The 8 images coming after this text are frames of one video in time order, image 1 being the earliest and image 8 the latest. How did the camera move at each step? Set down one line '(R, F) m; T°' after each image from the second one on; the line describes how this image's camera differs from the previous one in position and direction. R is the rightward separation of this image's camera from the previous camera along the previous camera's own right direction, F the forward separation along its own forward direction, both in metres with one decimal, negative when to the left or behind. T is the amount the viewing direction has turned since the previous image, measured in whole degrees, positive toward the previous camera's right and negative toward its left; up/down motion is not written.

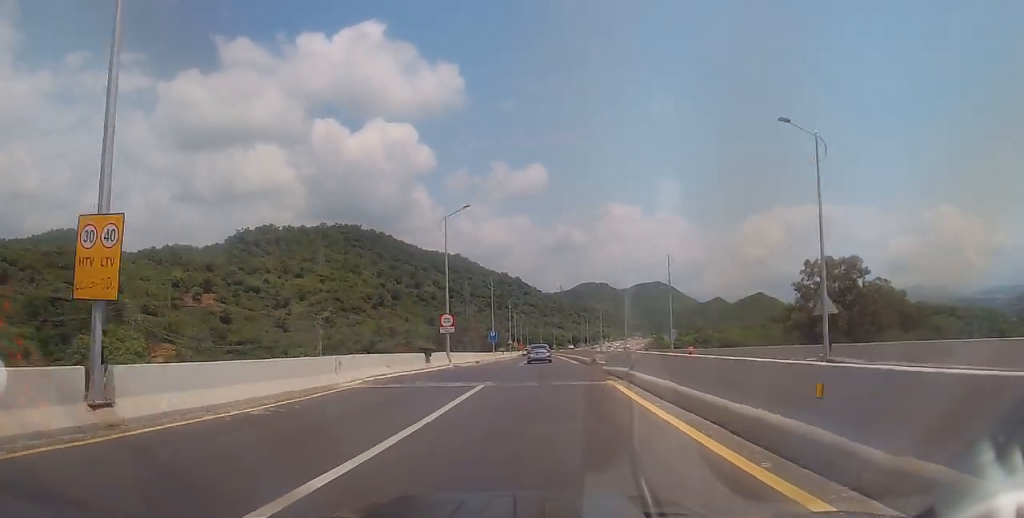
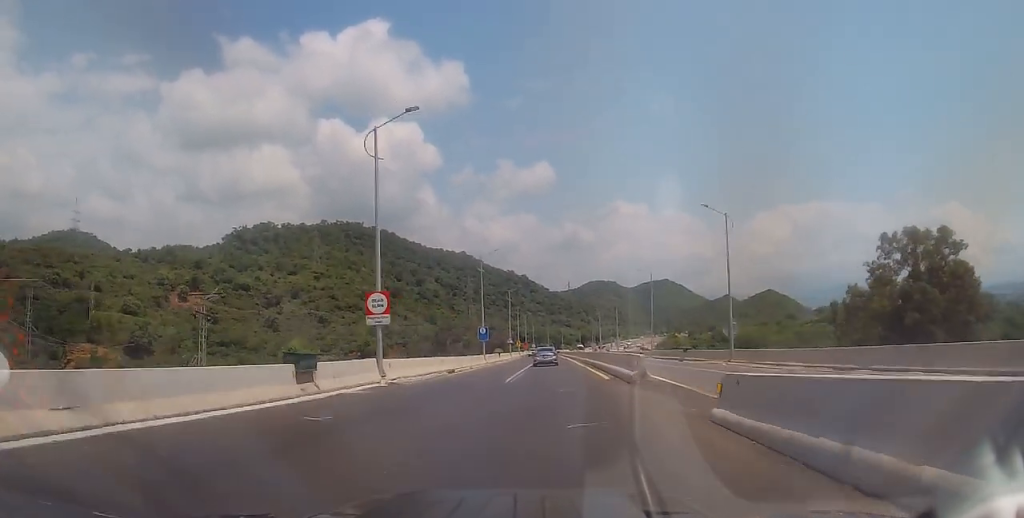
(0.0, +18.3) m; 0°
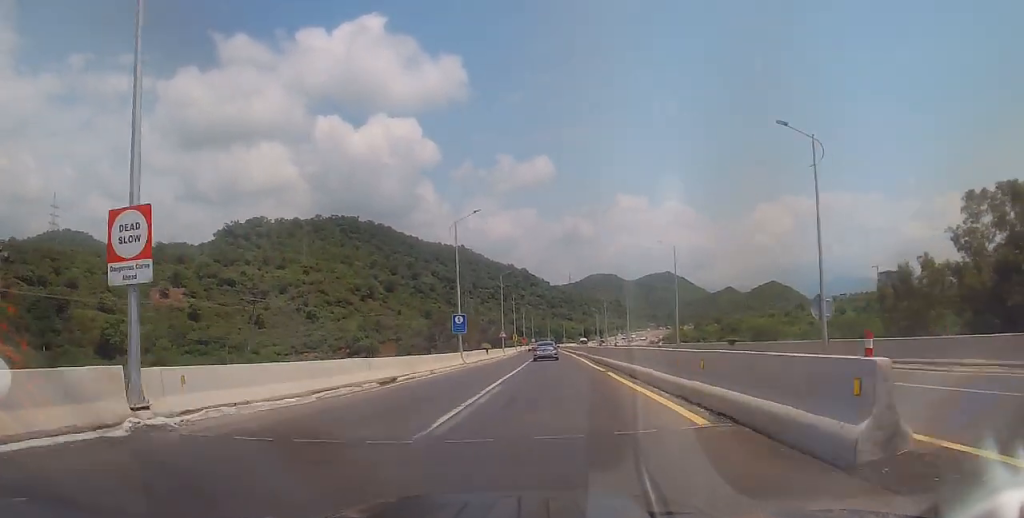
(0.0, +14.9) m; 0°
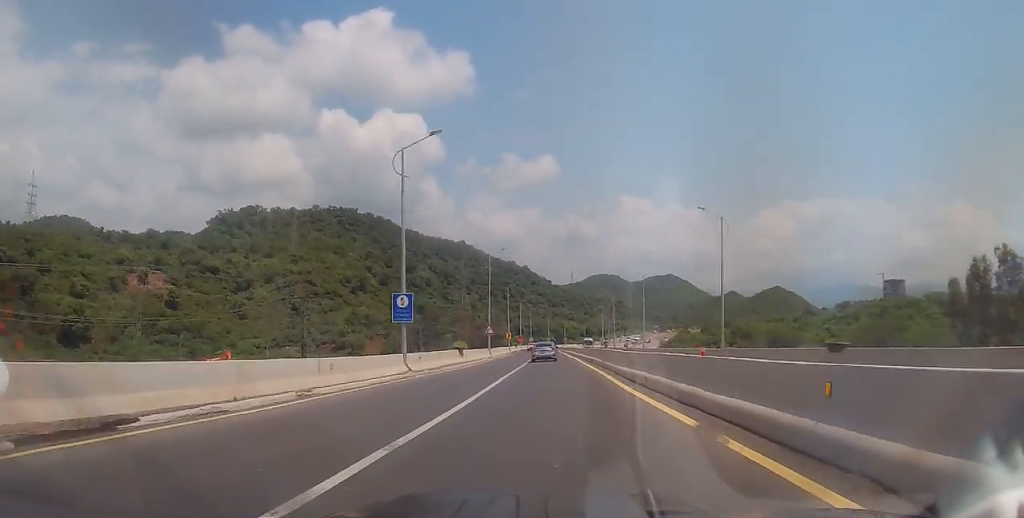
(0.0, +16.4) m; 0°
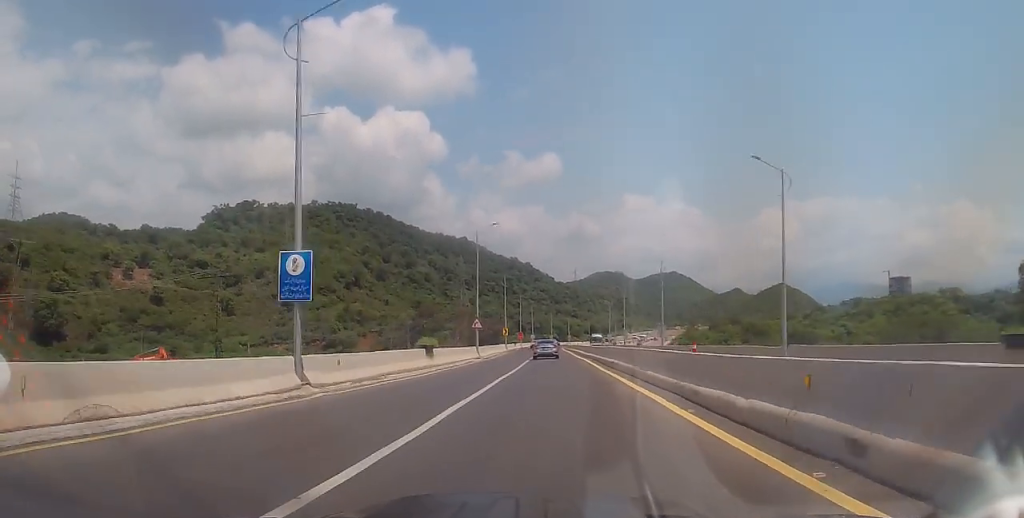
(0.0, +11.8) m; 0°
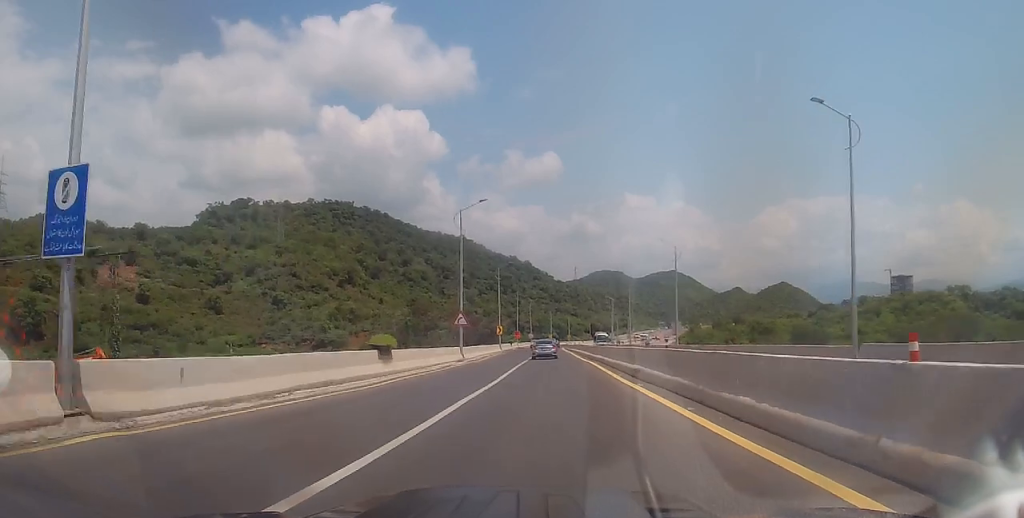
(0.0, +8.2) m; 0°
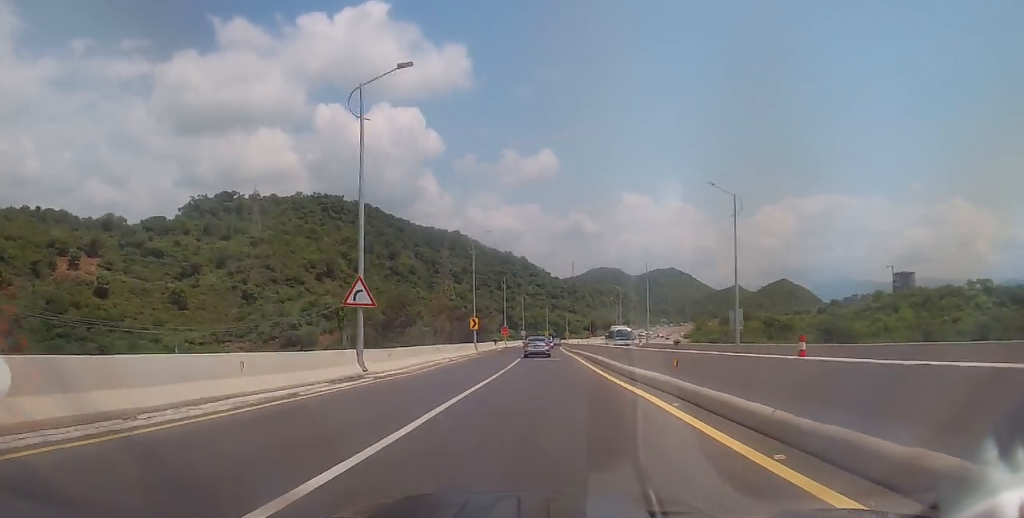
(0.0, +21.0) m; 0°
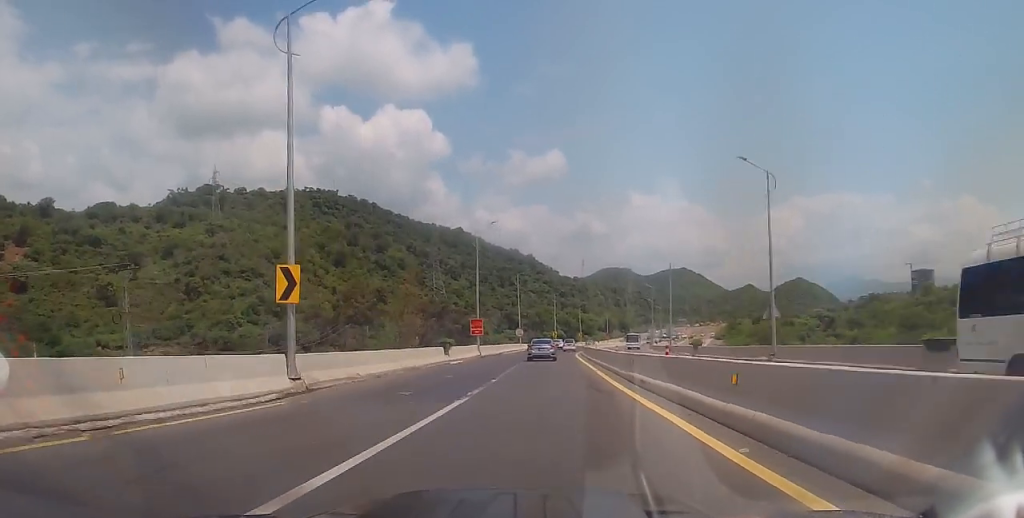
(0.0, +40.4) m; -1°
